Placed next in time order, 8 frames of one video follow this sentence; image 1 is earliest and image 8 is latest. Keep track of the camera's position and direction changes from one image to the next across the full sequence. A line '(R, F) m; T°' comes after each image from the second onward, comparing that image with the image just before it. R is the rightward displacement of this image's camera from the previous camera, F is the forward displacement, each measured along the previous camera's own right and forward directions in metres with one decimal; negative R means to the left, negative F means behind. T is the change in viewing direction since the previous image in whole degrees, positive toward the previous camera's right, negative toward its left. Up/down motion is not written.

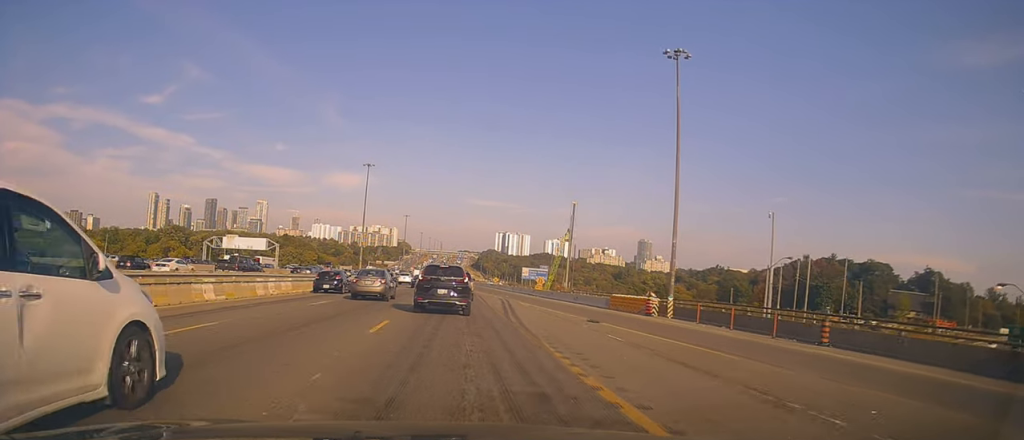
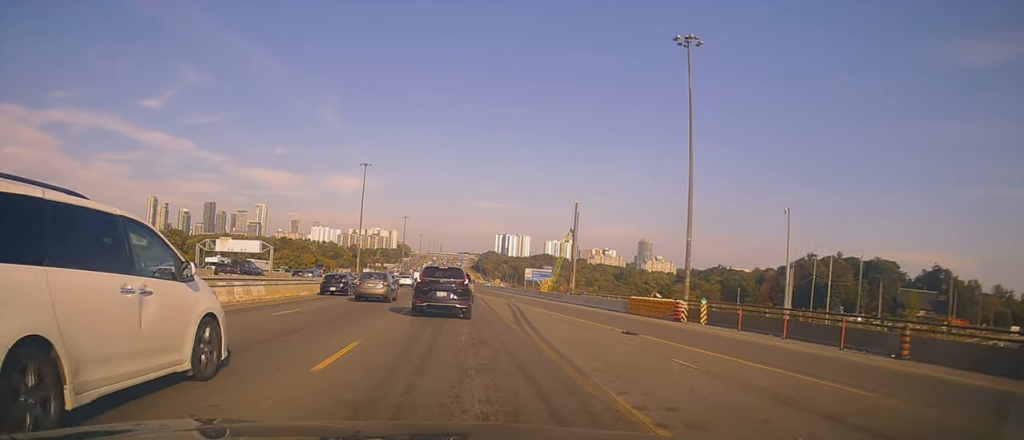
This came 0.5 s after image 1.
(0.0, +5.1) m; +1°
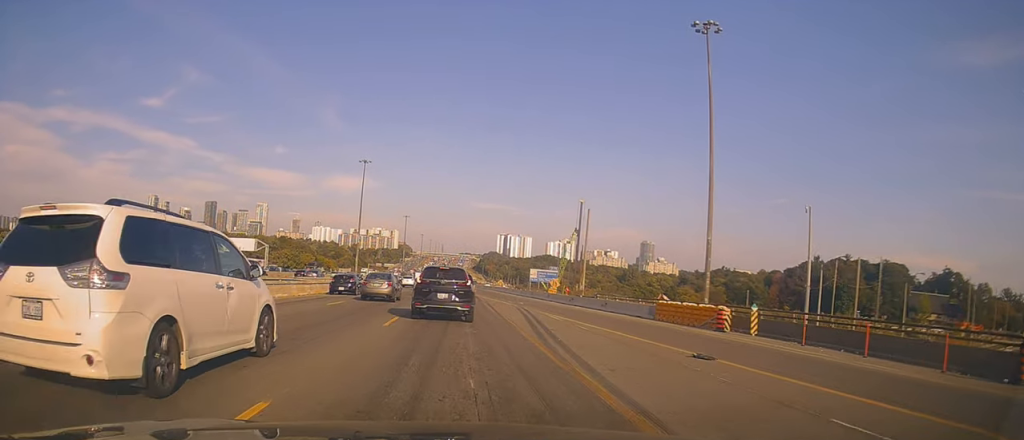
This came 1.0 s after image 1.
(-0.1, +5.8) m; +1°
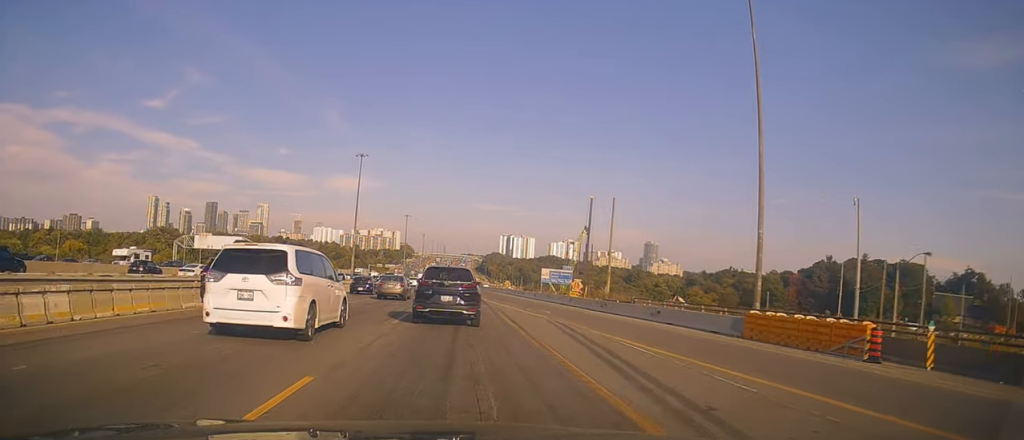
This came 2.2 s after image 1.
(+0.2, +11.8) m; -4°
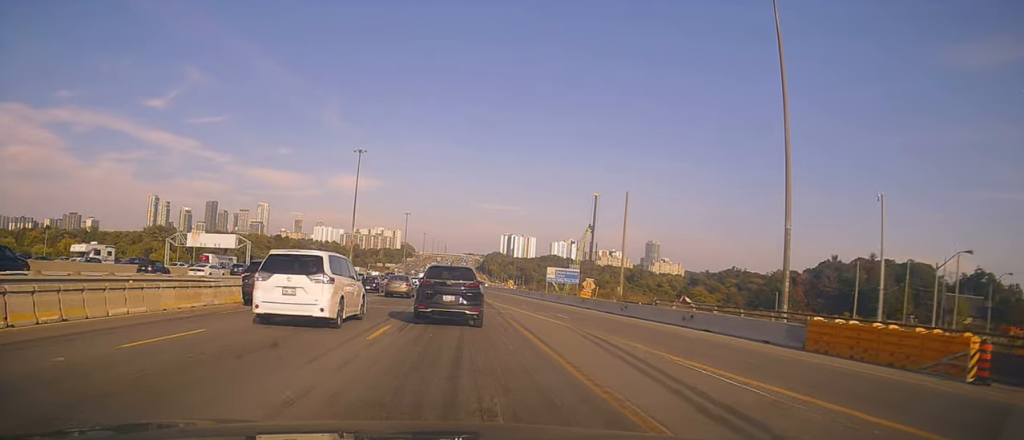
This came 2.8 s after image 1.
(-0.6, +4.9) m; -1°
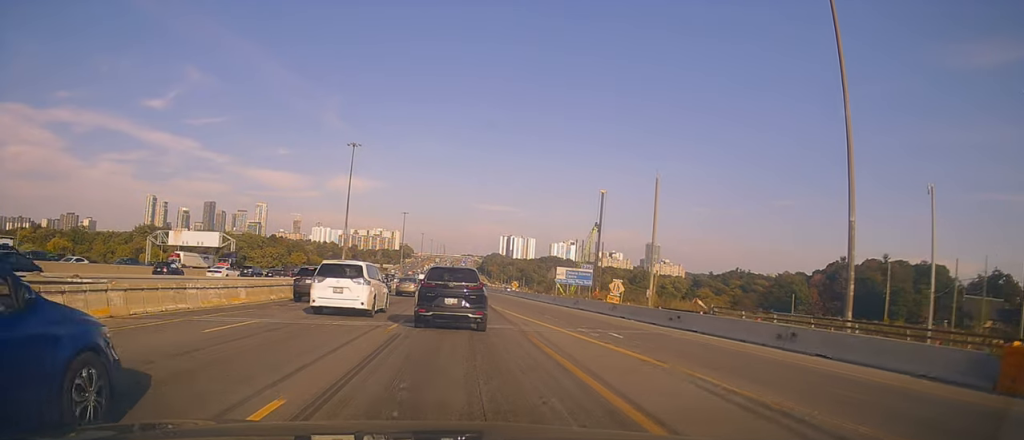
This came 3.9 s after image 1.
(+0.6, +9.2) m; +6°
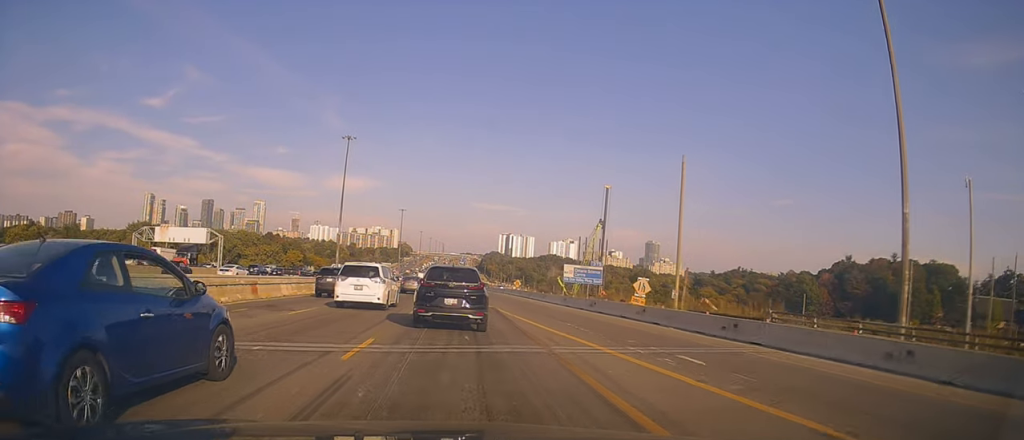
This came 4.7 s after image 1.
(+0.1, +5.9) m; +1°
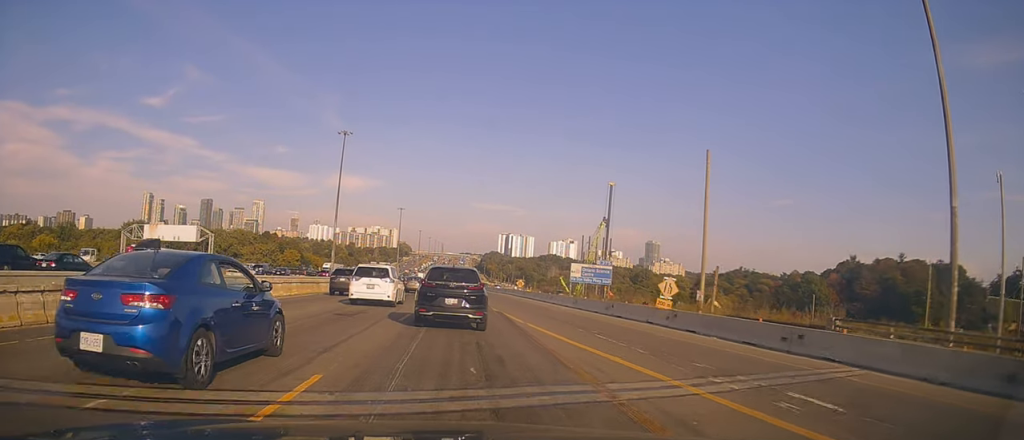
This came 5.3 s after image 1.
(0.0, +4.6) m; -1°
